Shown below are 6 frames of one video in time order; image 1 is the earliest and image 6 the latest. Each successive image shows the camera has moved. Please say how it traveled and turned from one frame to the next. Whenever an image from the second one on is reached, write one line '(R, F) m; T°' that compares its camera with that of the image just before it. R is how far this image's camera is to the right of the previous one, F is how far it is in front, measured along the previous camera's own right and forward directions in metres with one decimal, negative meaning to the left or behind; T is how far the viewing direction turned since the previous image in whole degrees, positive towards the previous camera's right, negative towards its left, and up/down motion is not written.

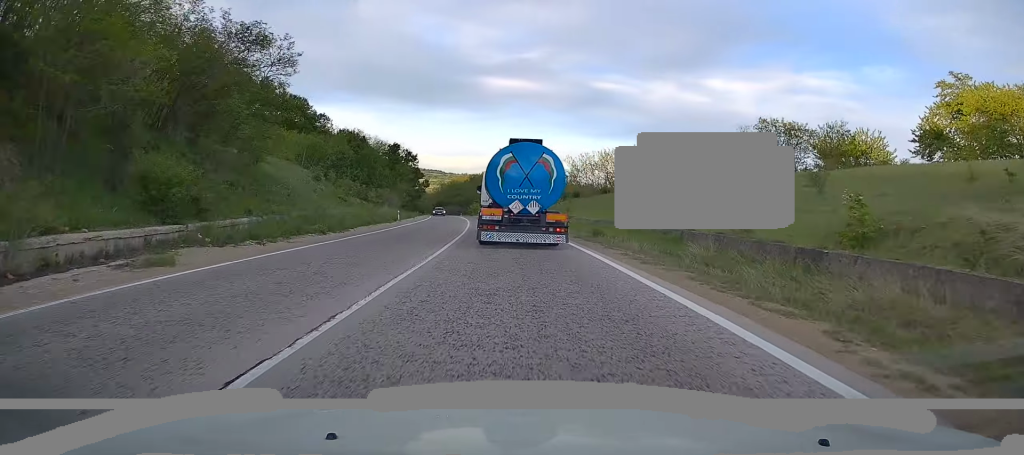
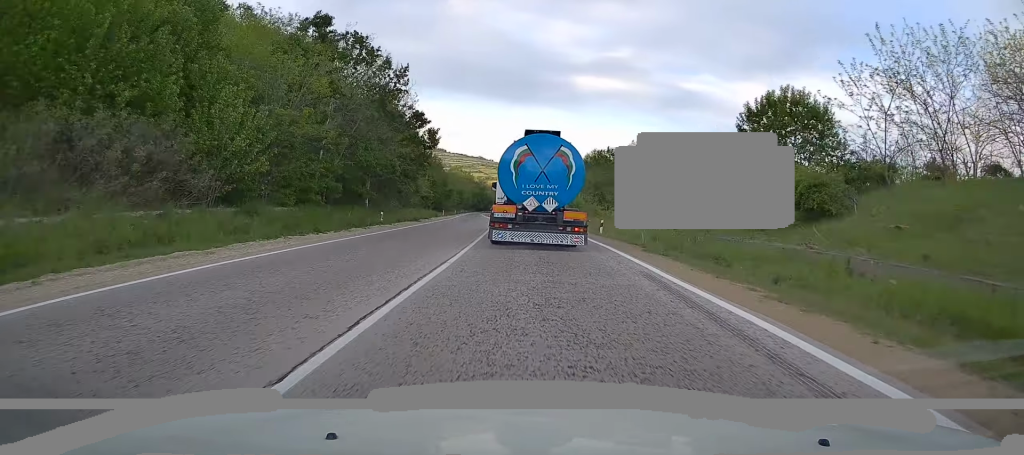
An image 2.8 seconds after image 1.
(-4.6, +69.2) m; -7°
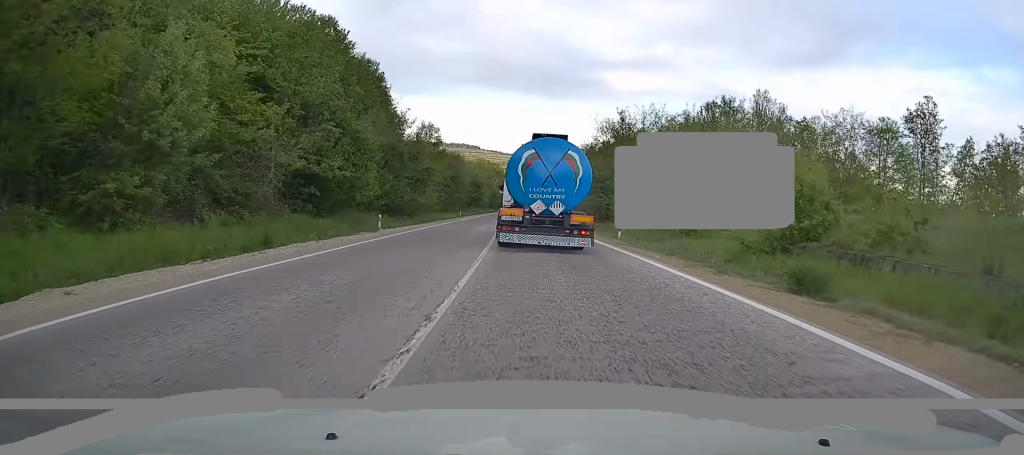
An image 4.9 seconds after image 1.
(-1.8, +51.9) m; -4°
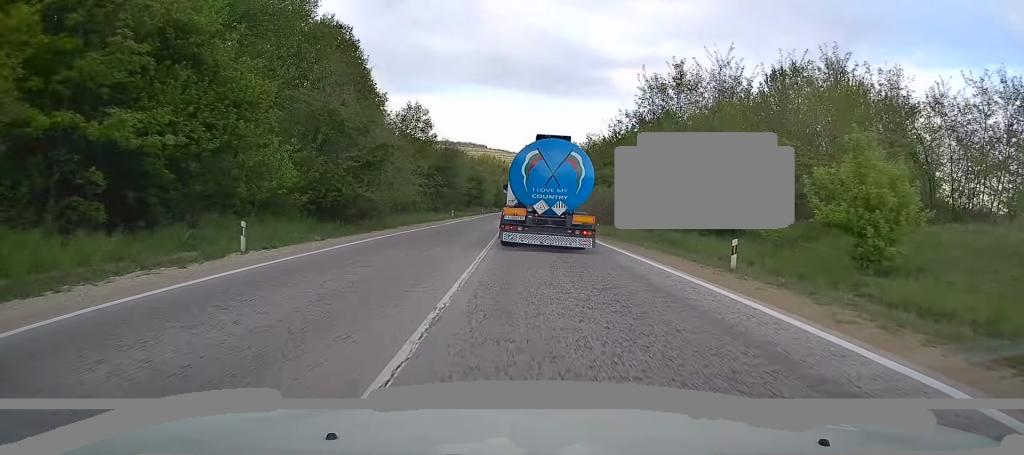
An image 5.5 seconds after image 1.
(-0.1, +16.5) m; -1°
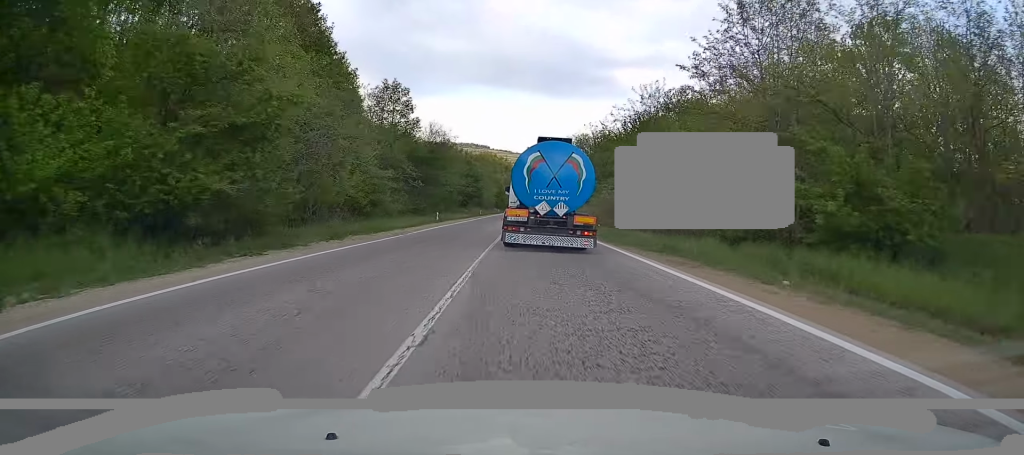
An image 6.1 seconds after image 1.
(-0.1, +14.0) m; 0°
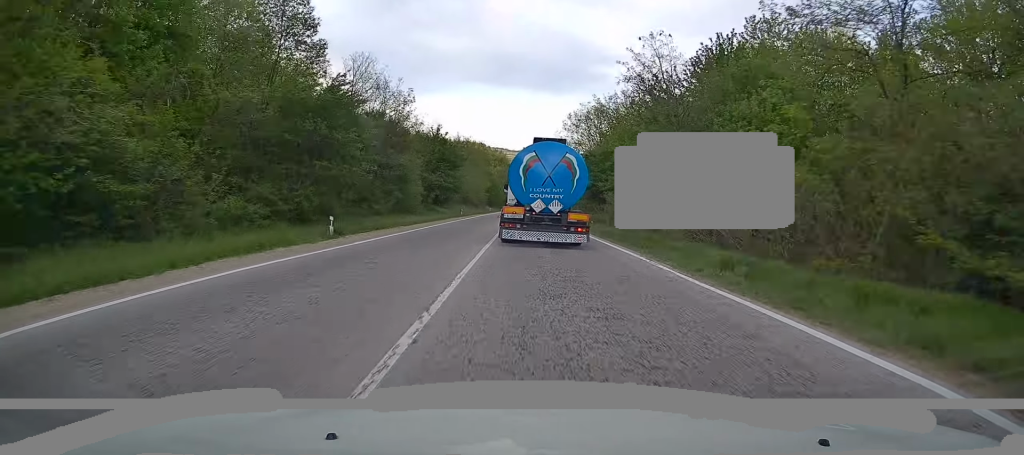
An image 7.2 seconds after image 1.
(+0.1, +28.0) m; 0°
